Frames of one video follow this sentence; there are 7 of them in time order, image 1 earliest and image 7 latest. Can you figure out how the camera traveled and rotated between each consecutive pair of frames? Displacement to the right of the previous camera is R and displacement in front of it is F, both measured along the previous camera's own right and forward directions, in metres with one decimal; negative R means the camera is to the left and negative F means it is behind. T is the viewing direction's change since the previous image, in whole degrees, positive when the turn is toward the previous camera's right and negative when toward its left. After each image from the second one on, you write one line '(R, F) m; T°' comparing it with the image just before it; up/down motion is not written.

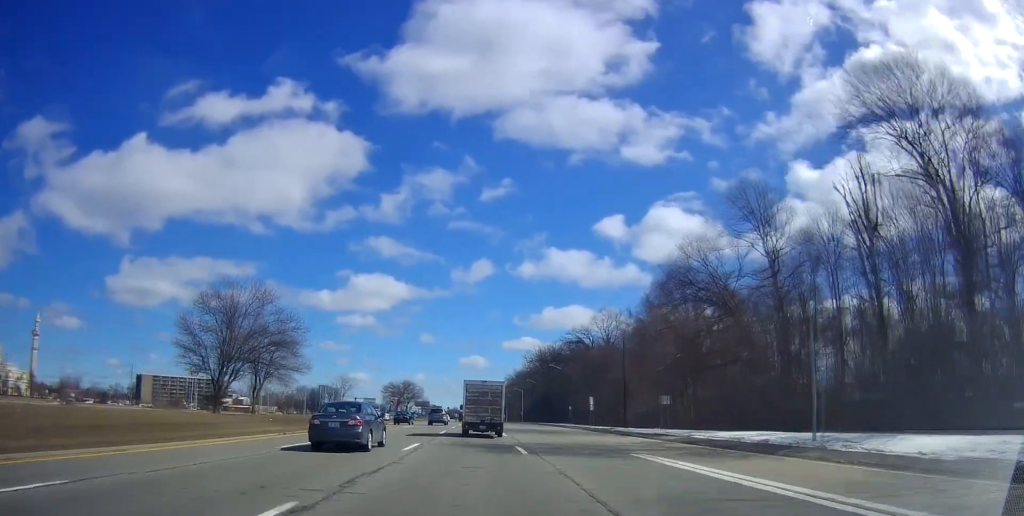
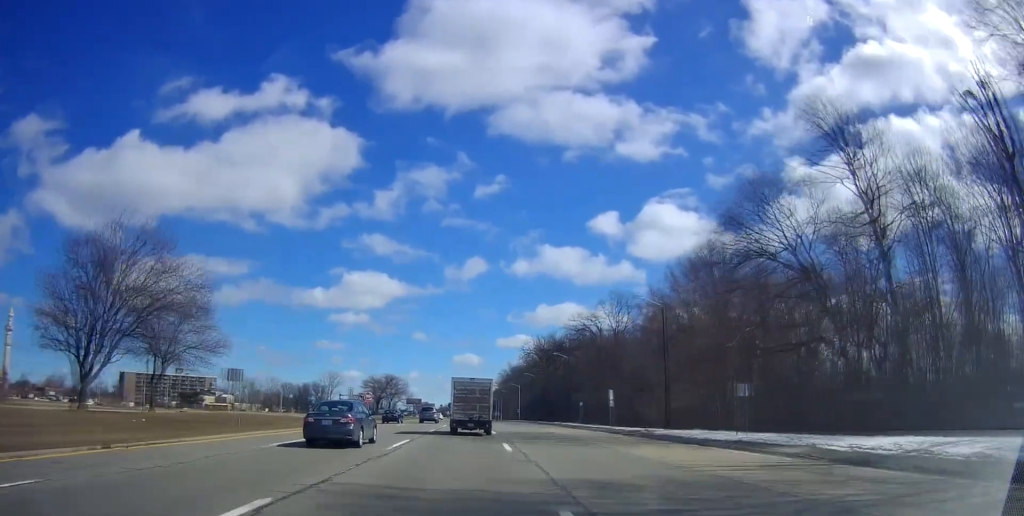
(0.0, +15.9) m; 0°
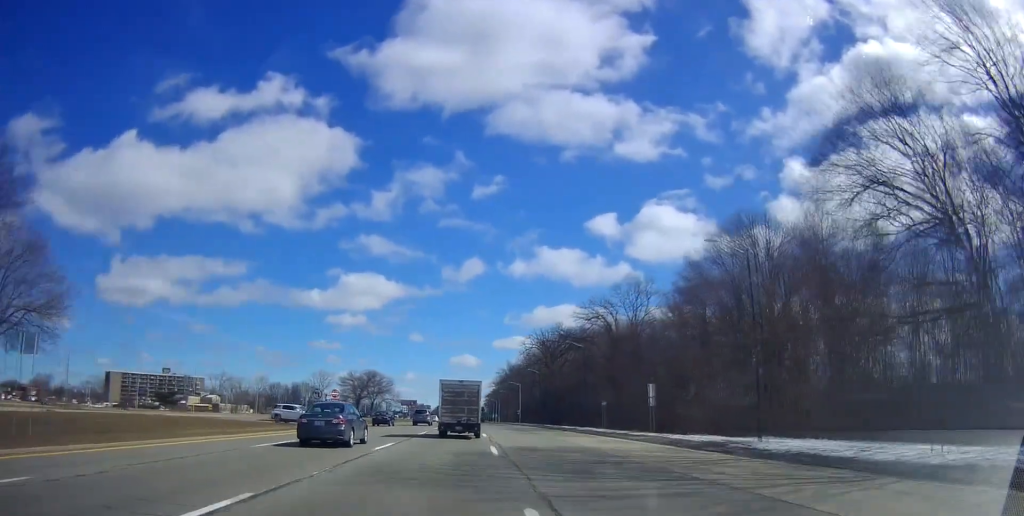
(-0.1, +14.9) m; -1°
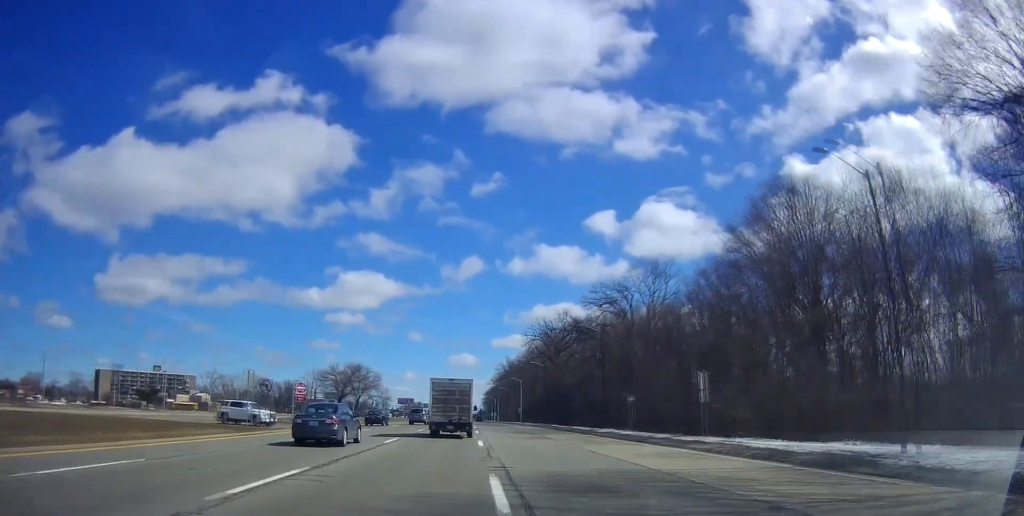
(-0.1, +10.4) m; 0°
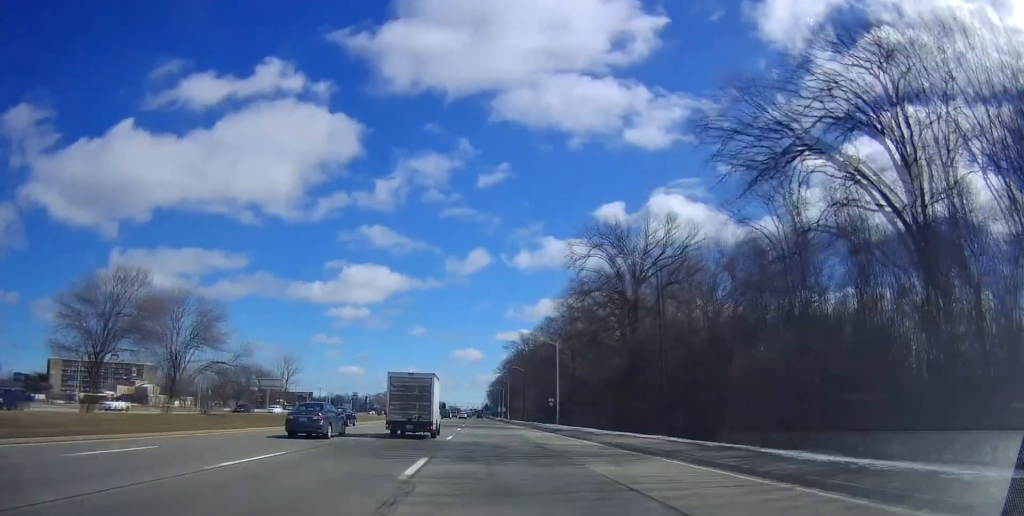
(+0.8, +56.7) m; +1°
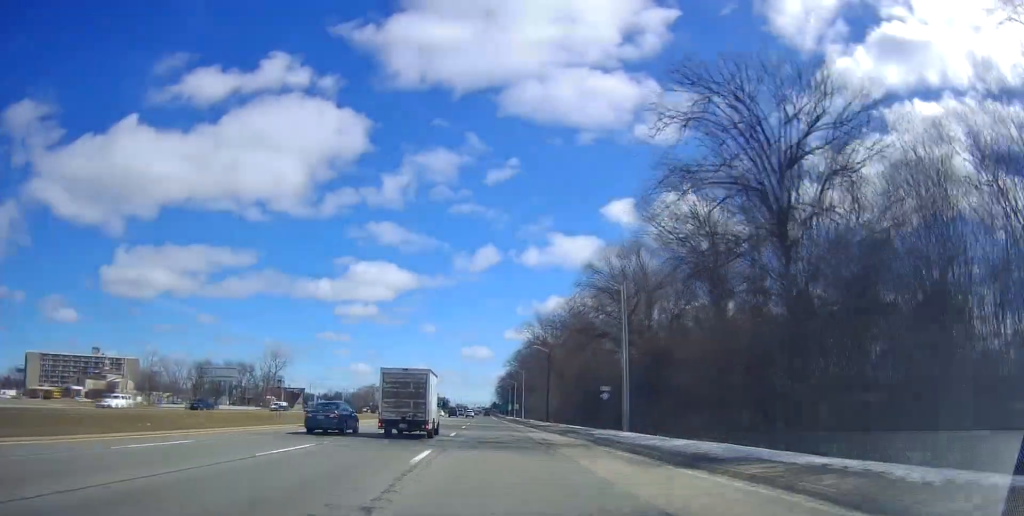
(-0.3, +25.5) m; -2°
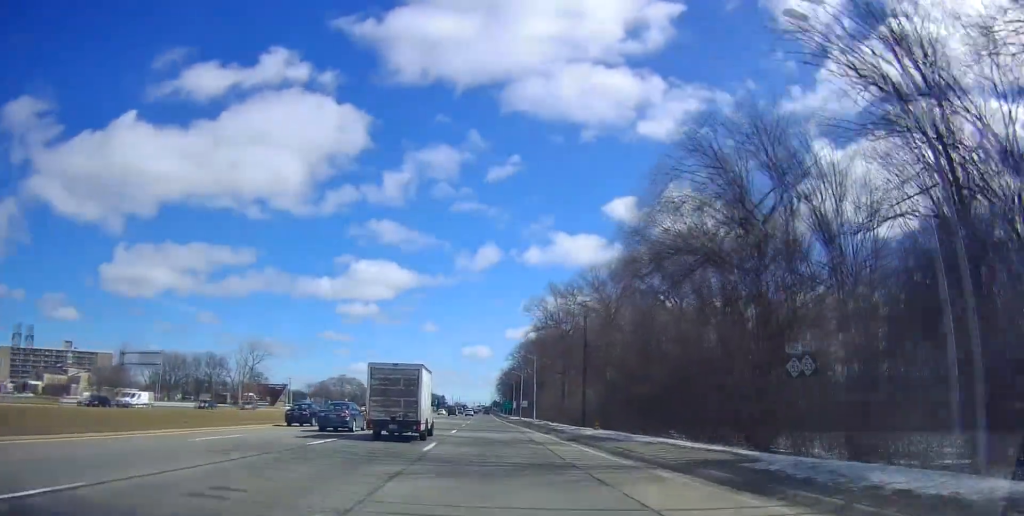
(-0.3, +26.2) m; 0°
